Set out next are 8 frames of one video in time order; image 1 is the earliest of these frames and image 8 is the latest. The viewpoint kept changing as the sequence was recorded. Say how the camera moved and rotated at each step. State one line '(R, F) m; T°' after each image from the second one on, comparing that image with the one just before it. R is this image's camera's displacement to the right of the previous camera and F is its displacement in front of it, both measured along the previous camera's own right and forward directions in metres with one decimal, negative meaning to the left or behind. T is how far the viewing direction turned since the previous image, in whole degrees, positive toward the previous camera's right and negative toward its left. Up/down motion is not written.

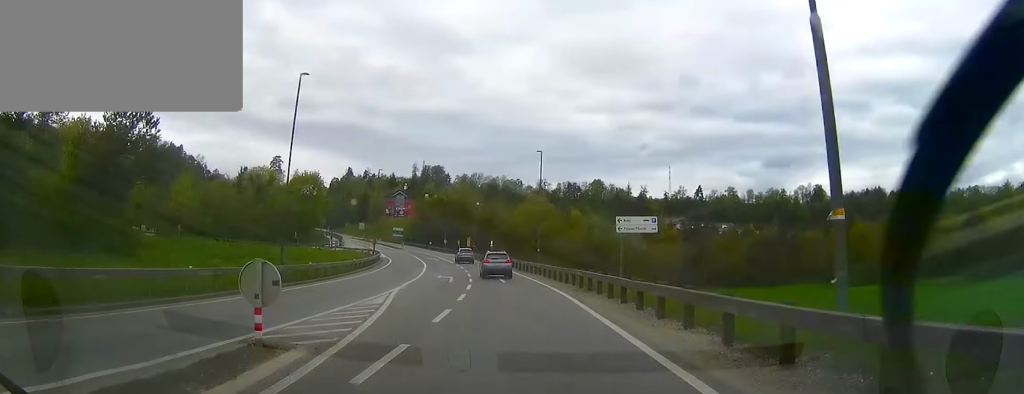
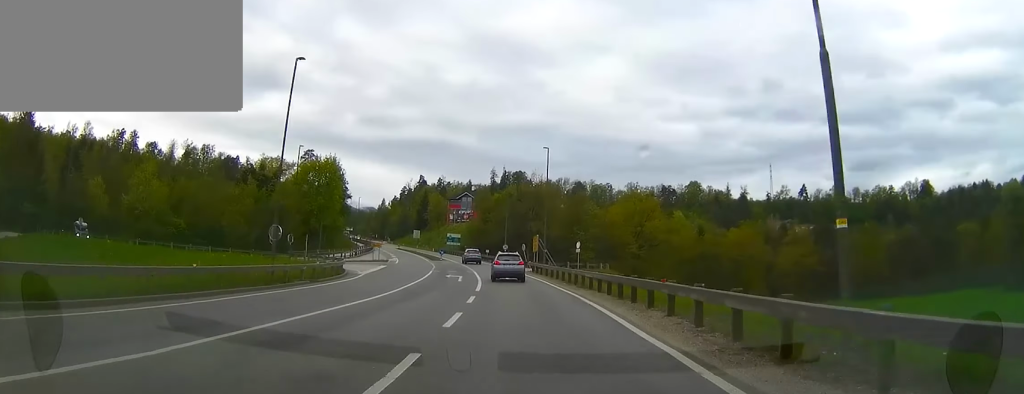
(-1.7, +34.6) m; -5°
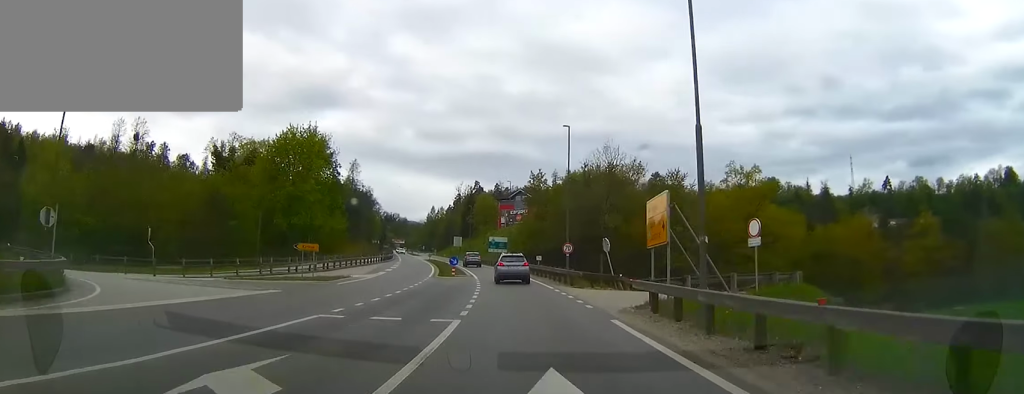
(+0.7, +29.7) m; -6°
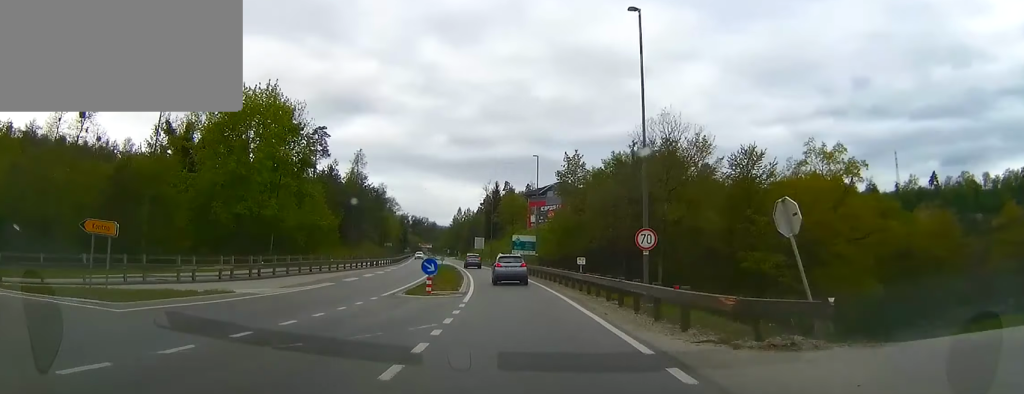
(-2.0, +17.3) m; -5°
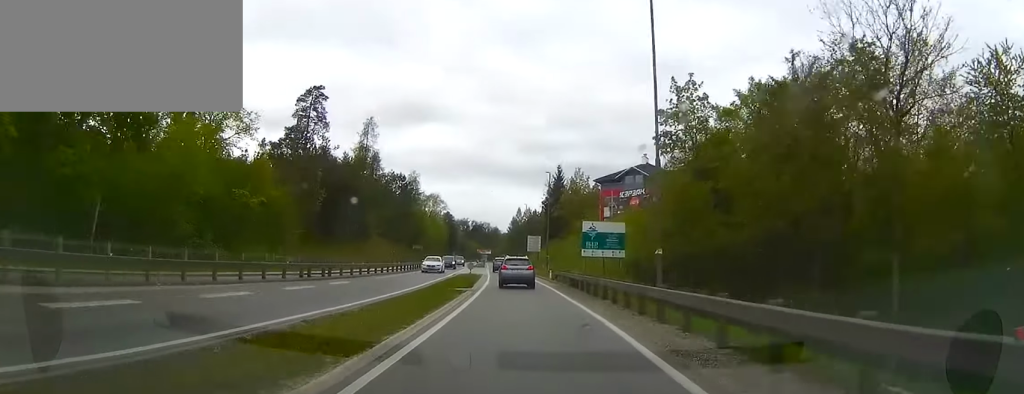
(-1.8, +29.0) m; -7°
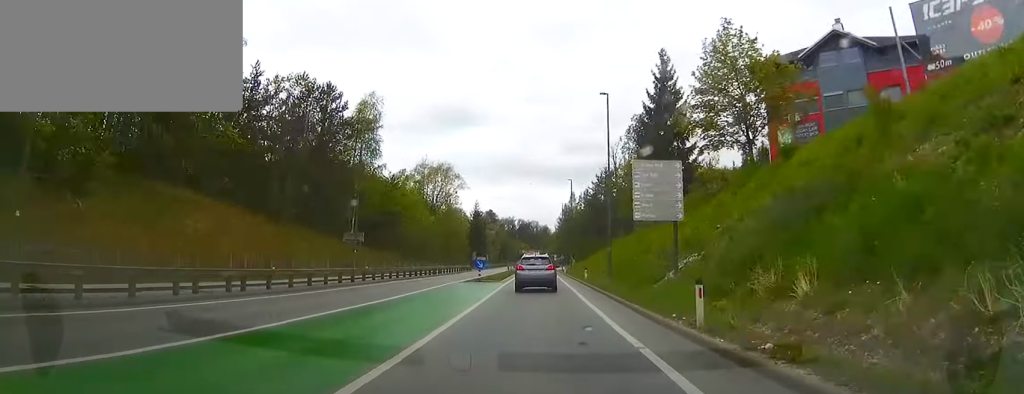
(-3.8, +53.3) m; -5°
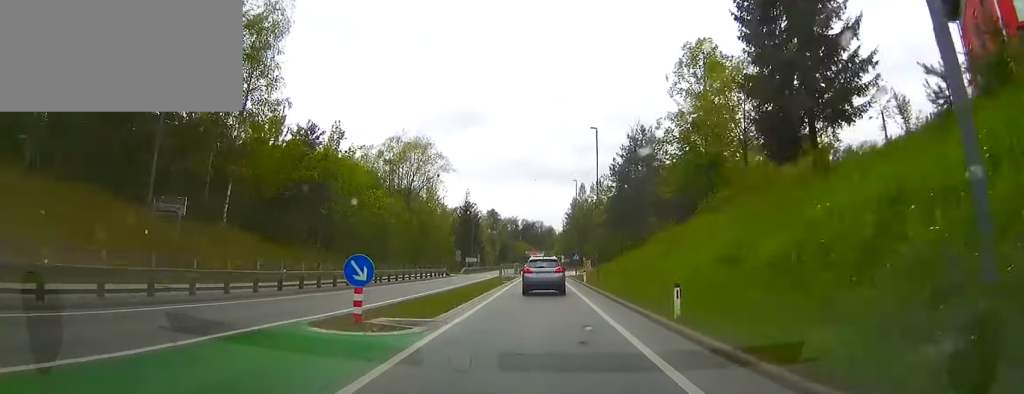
(-0.1, +24.1) m; -1°
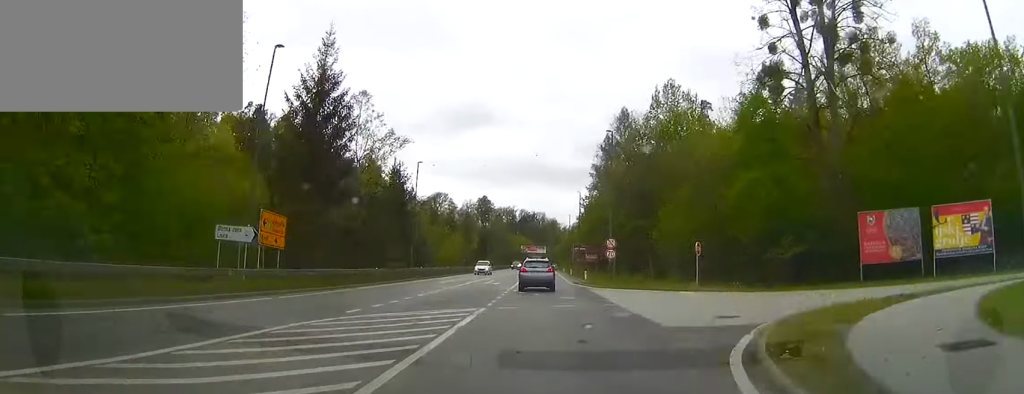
(-0.9, +77.8) m; -1°
